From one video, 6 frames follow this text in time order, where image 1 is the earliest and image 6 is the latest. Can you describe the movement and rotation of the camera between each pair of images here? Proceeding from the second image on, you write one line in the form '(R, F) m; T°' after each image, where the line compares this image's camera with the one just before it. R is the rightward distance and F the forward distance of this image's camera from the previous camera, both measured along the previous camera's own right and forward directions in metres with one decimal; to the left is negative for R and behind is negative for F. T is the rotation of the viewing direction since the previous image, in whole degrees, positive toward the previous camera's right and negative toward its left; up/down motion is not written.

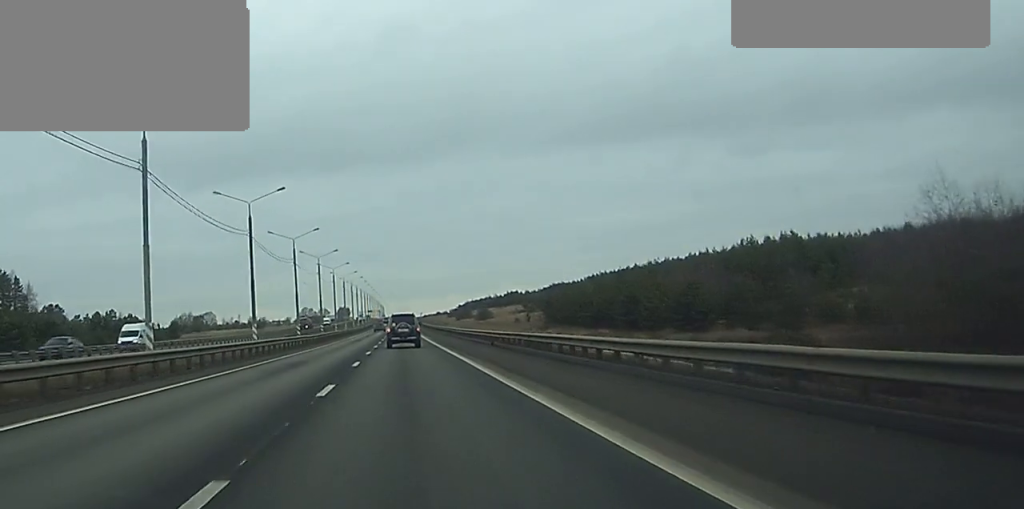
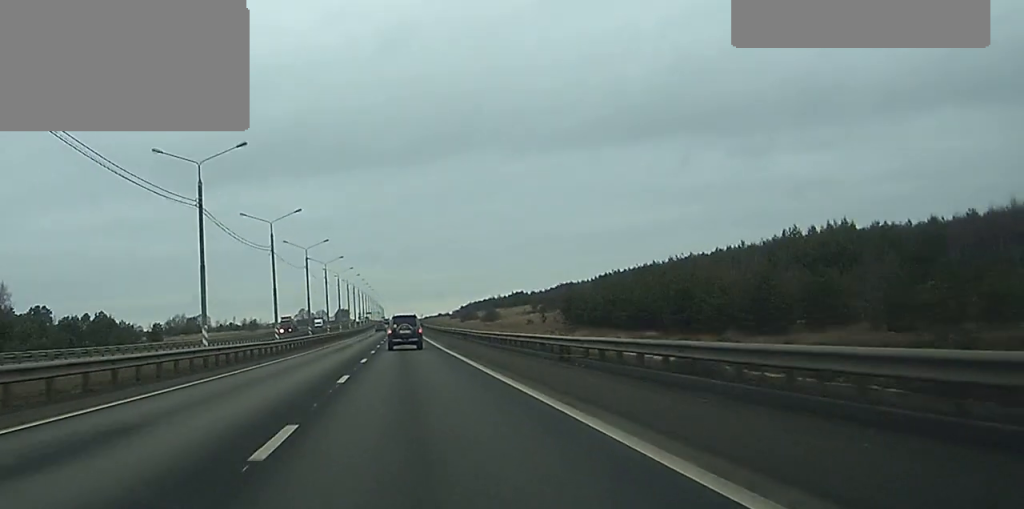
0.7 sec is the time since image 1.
(+0.1, +19.2) m; -1°
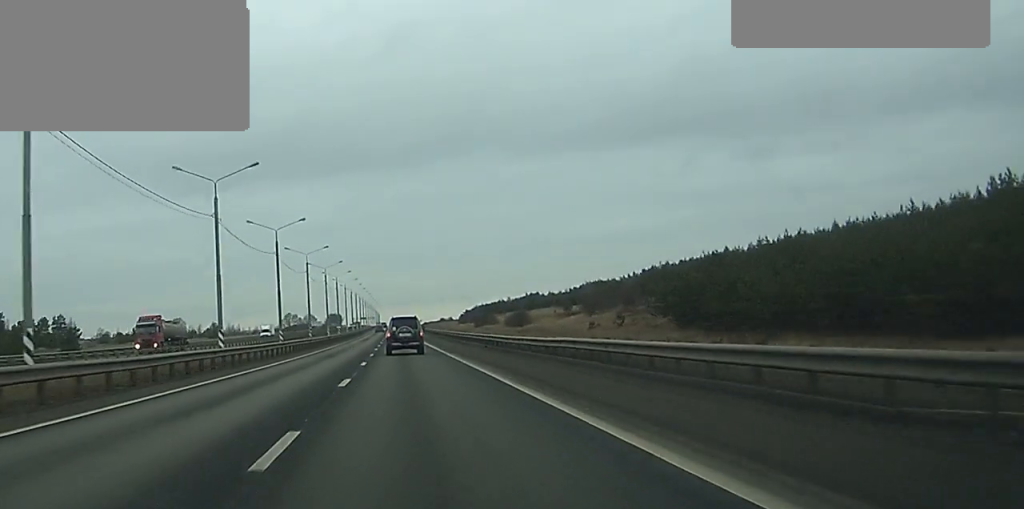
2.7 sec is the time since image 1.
(-1.7, +56.1) m; -1°
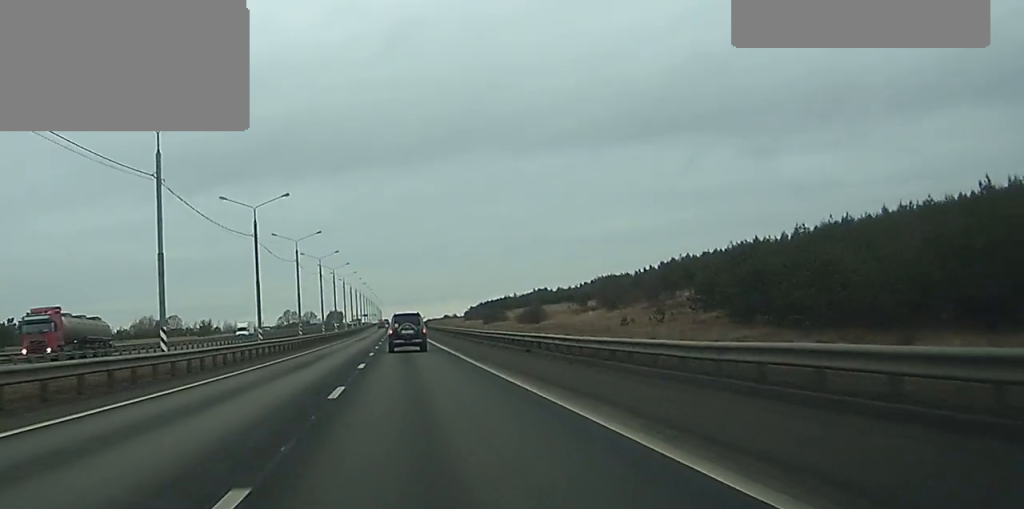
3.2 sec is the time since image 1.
(+0.3, +15.3) m; +1°
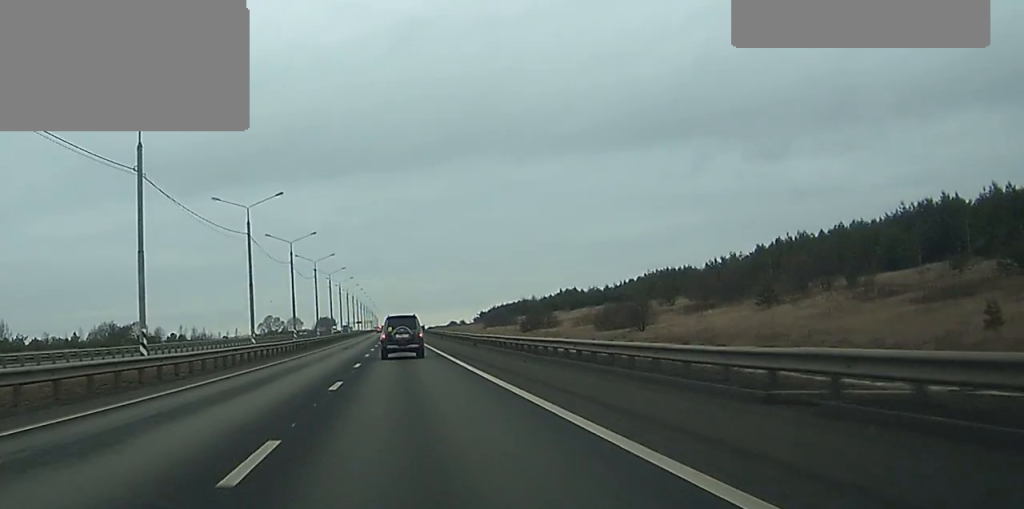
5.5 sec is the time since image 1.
(+1.1, +68.2) m; +2°
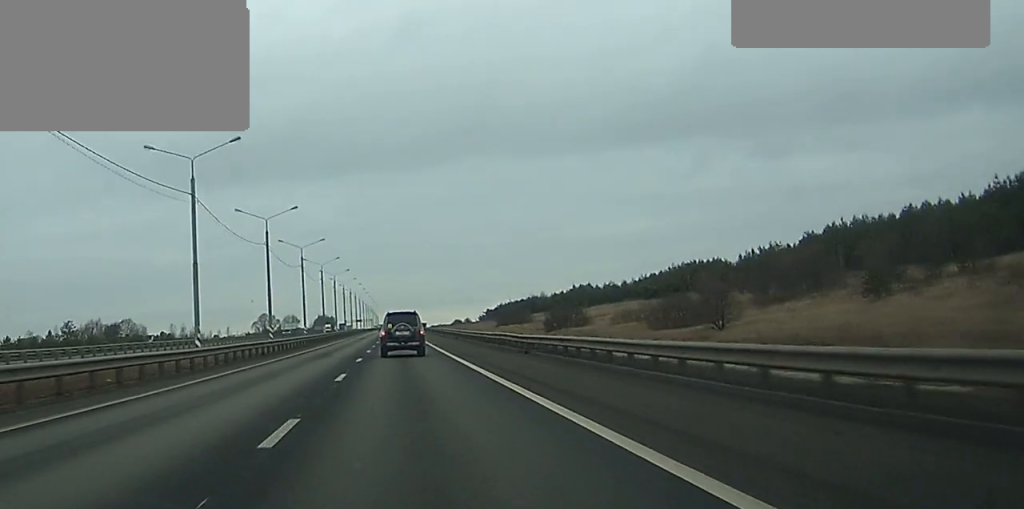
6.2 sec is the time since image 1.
(+0.1, +22.3) m; 0°
